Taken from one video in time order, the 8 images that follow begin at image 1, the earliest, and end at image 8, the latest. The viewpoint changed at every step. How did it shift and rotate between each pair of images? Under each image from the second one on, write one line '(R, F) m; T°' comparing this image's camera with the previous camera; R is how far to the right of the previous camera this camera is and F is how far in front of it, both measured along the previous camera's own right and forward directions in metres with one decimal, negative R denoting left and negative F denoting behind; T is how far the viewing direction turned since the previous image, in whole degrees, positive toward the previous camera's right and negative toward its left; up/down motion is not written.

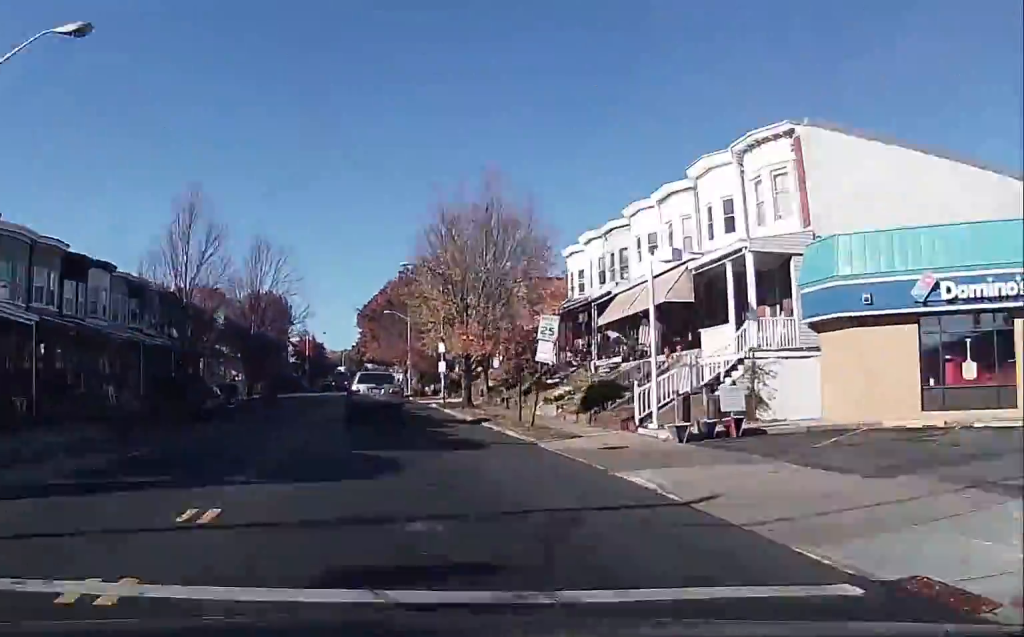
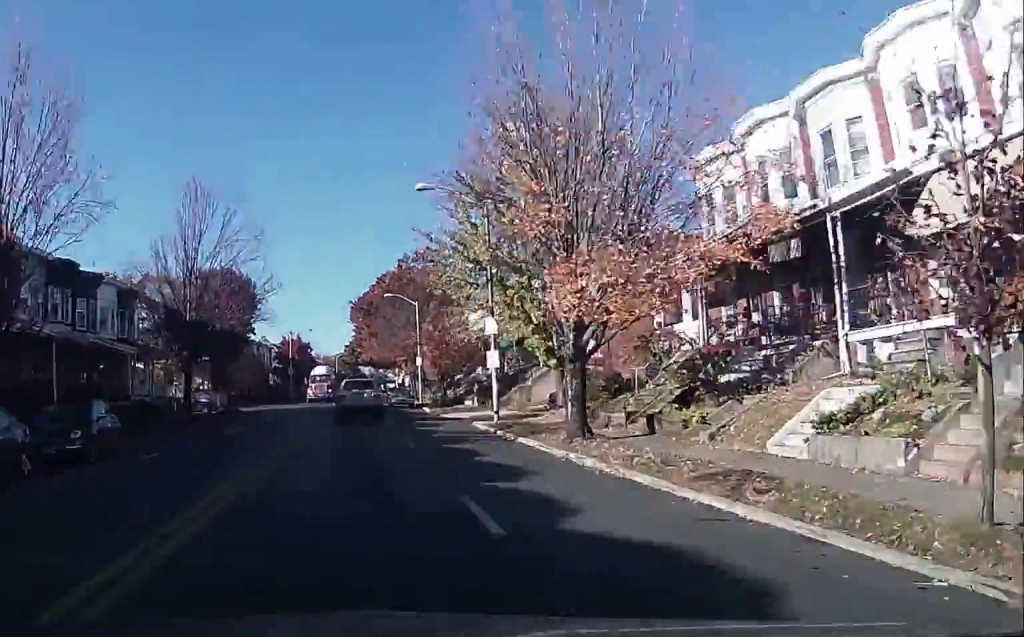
(+0.2, +21.6) m; +1°
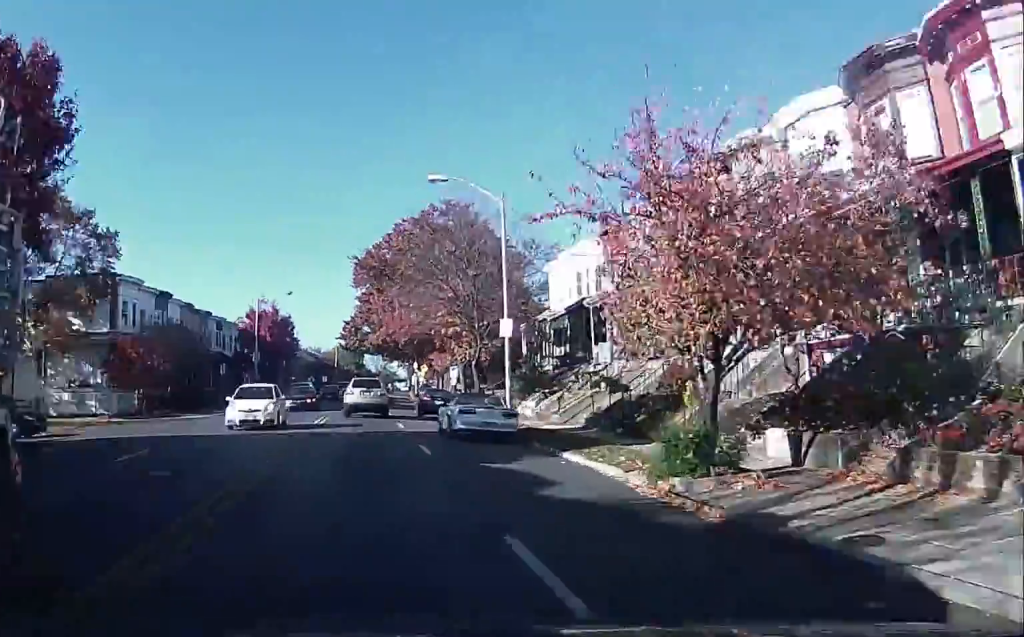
(+0.3, +38.6) m; +1°
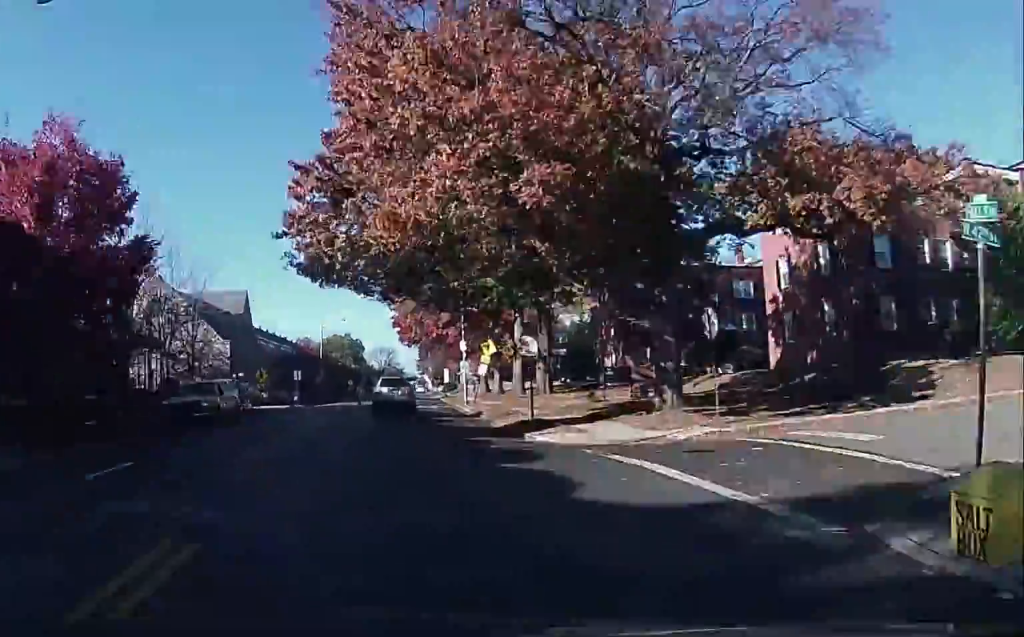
(+0.2, +54.0) m; +1°
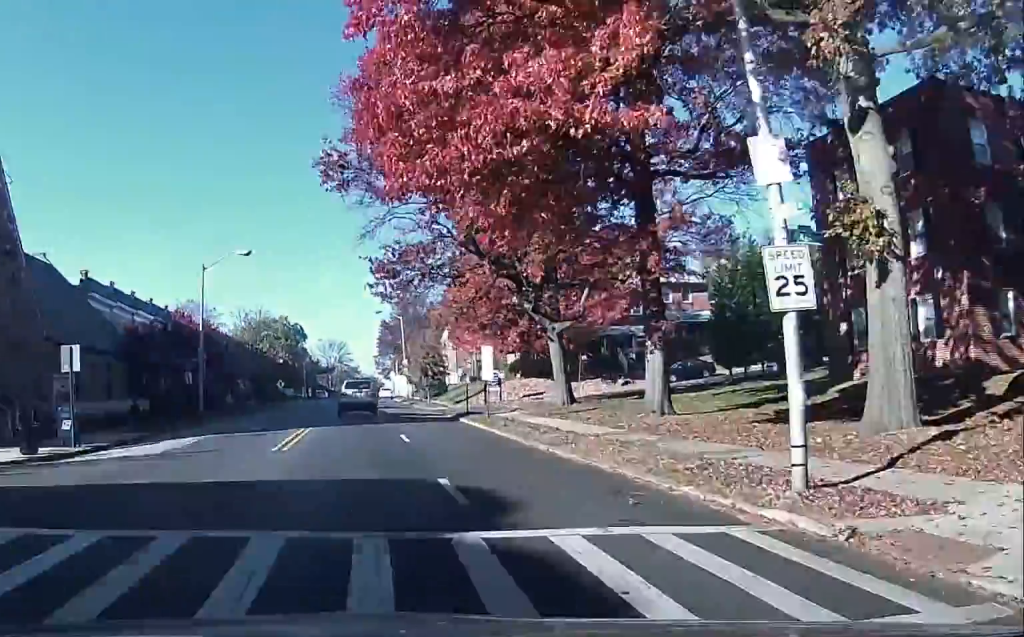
(+0.6, +52.6) m; +2°
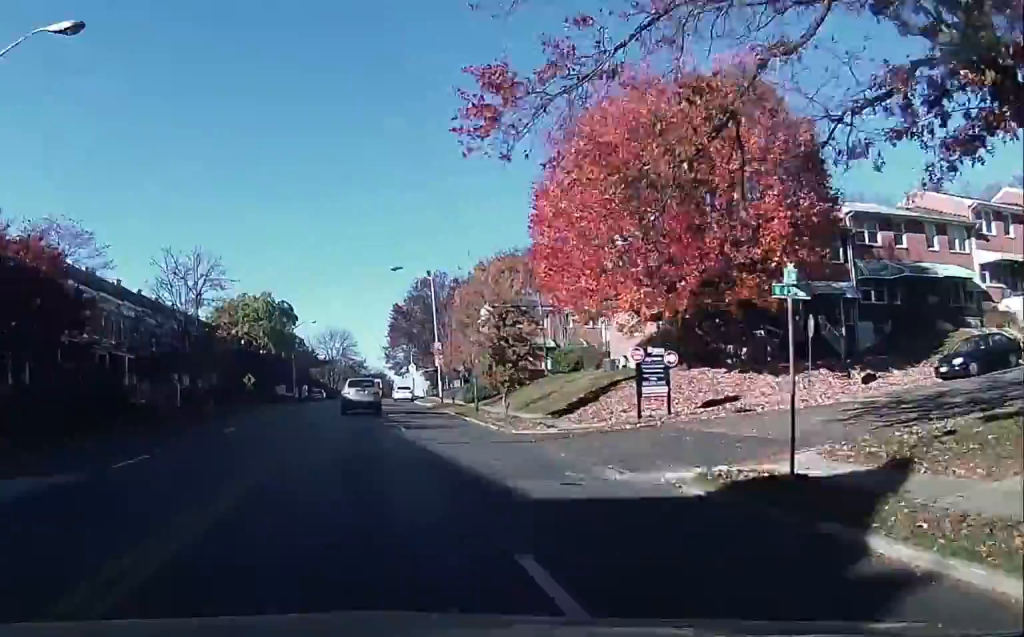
(+0.7, +31.7) m; +1°
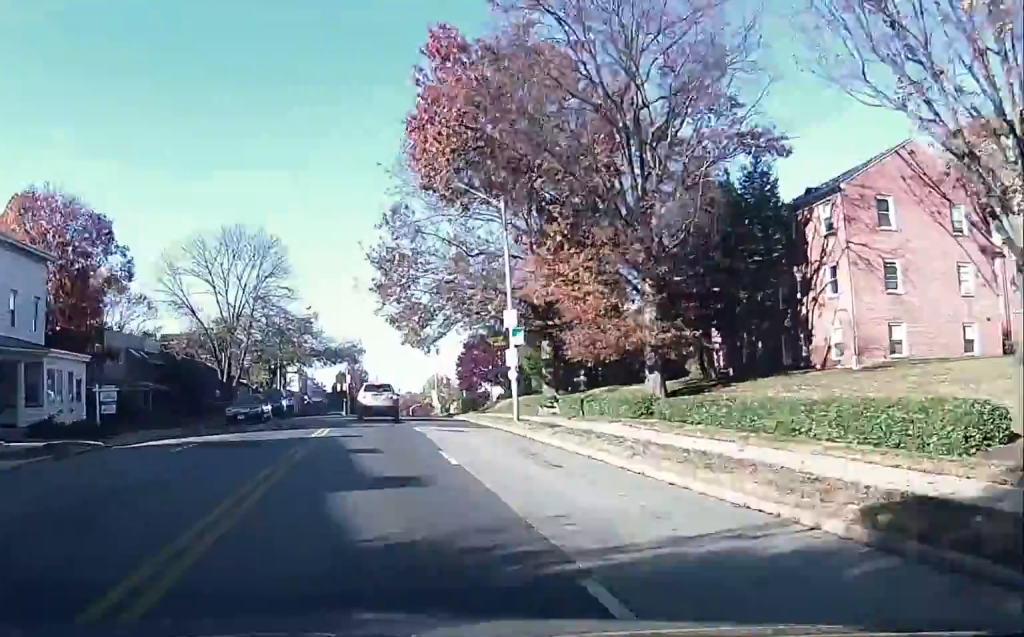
(+2.5, +102.4) m; +5°
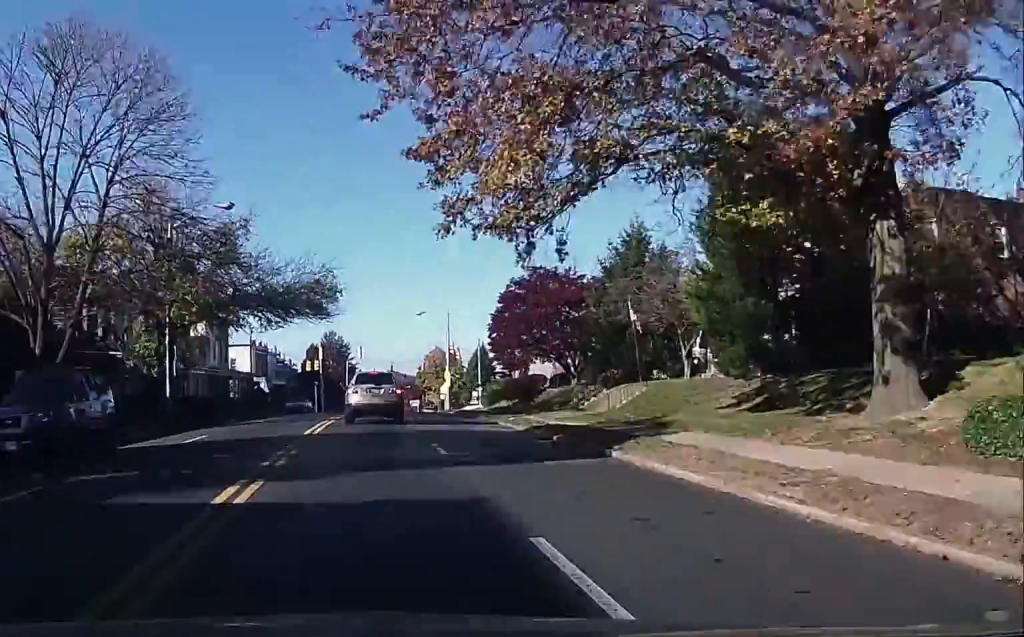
(+0.7, +26.7) m; +1°
